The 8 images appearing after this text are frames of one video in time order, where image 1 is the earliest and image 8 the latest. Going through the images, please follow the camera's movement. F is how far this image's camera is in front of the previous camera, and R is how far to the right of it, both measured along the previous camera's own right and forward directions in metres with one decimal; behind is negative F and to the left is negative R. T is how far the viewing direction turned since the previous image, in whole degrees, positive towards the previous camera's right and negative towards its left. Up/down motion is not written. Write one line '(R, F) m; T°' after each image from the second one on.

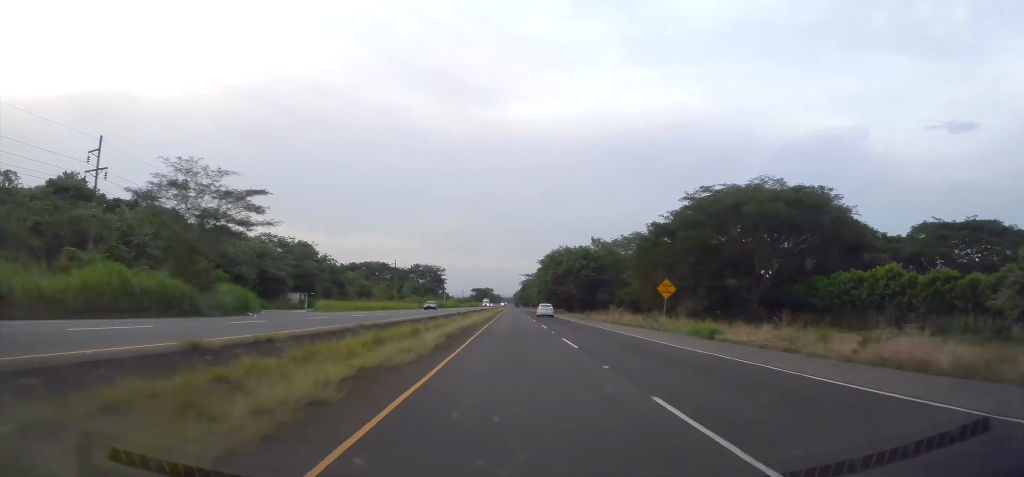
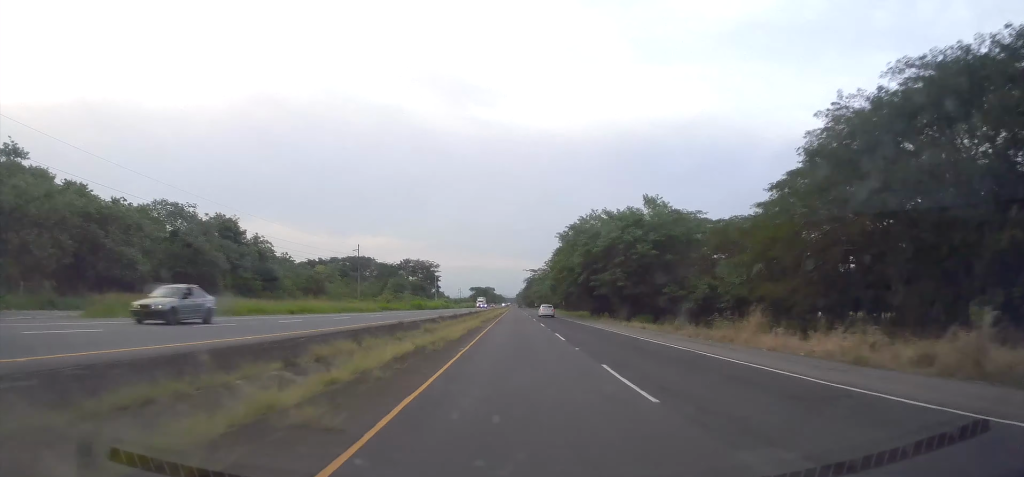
(0.0, +37.1) m; -1°
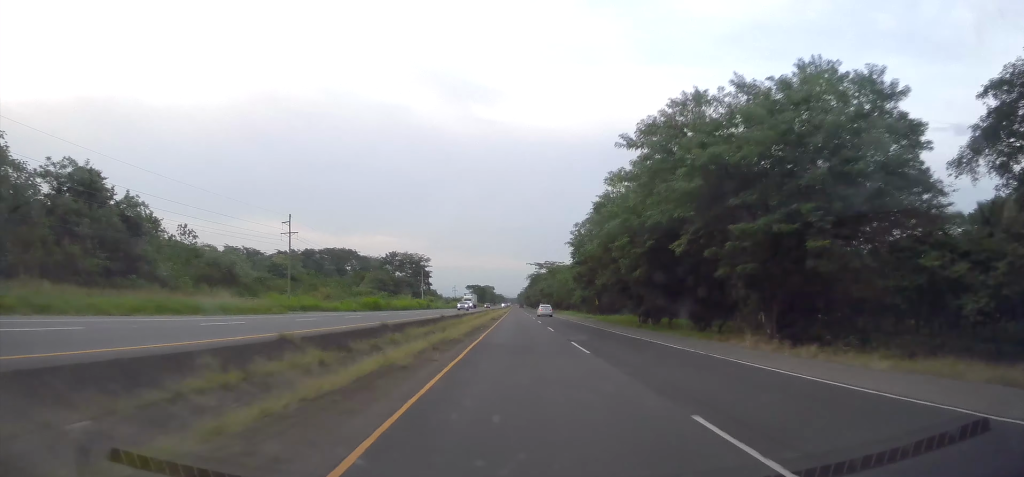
(-0.3, +35.2) m; 0°
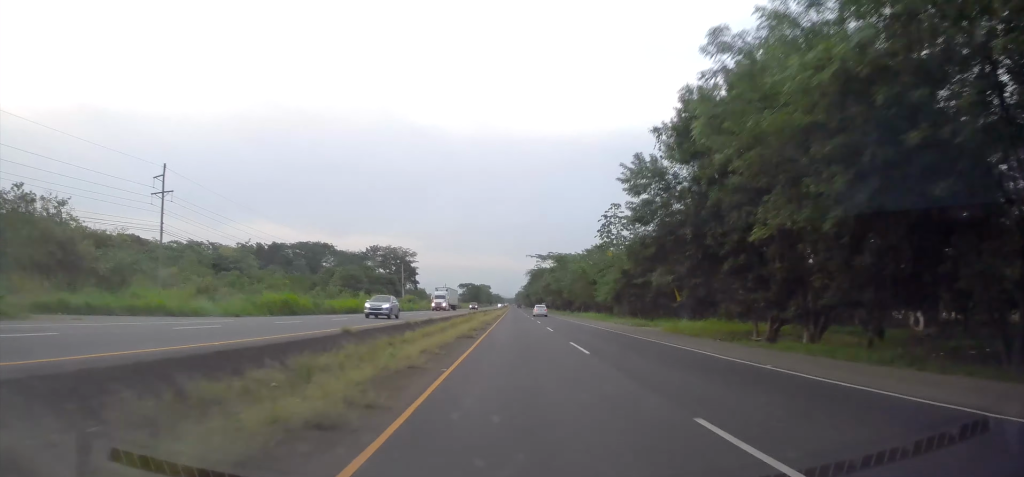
(0.0, +29.4) m; 0°
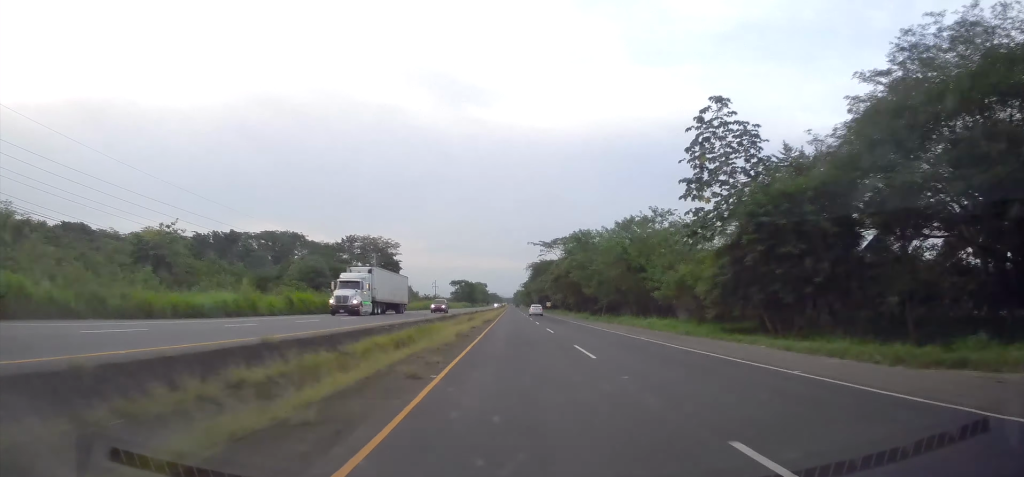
(0.0, +29.4) m; 0°
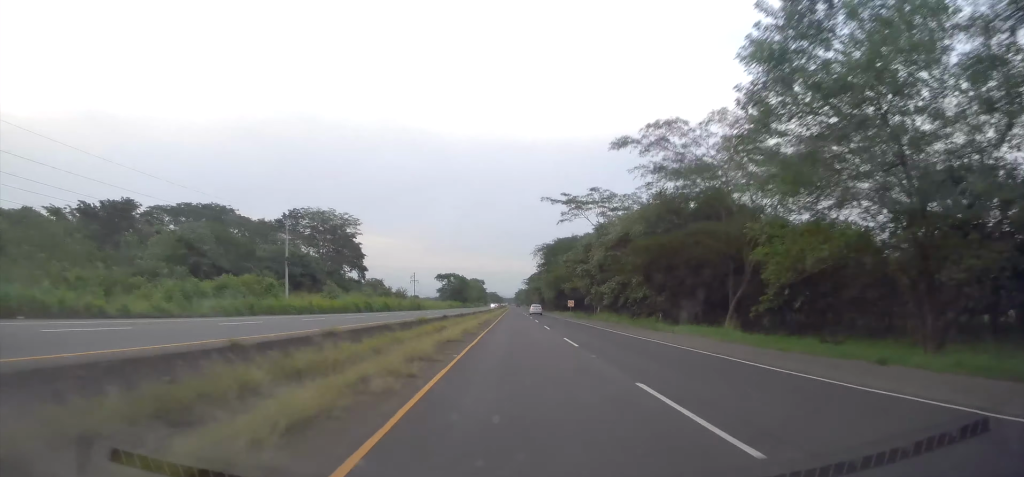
(+0.5, +51.2) m; 0°
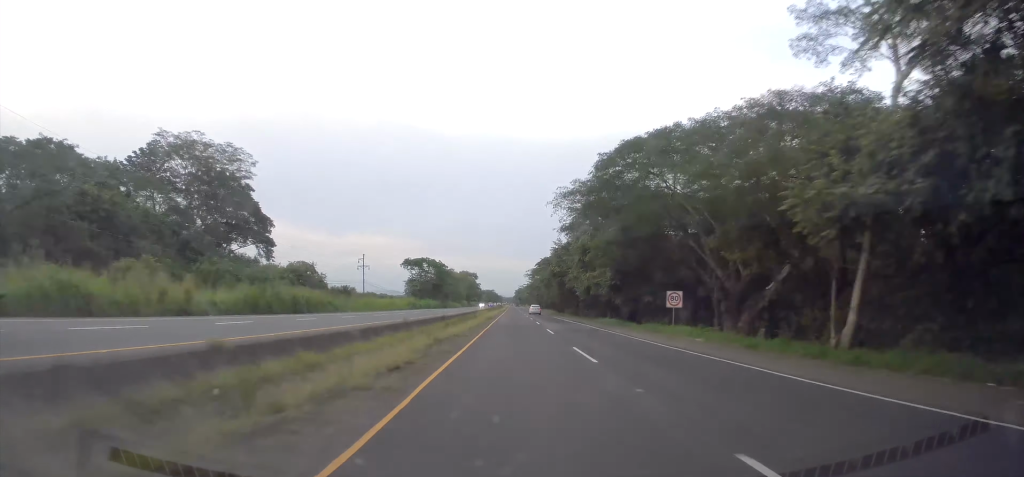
(0.0, +59.5) m; 0°
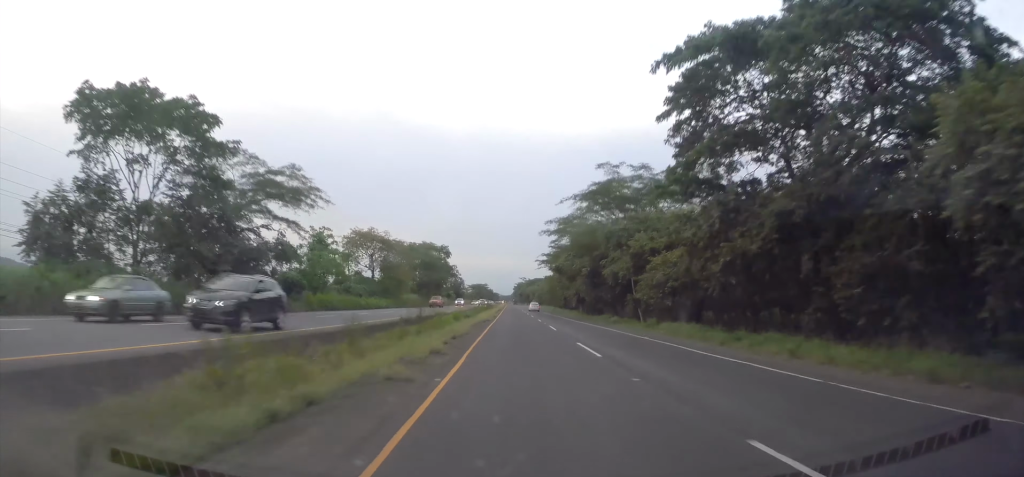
(-0.6, +108.6) m; 0°
